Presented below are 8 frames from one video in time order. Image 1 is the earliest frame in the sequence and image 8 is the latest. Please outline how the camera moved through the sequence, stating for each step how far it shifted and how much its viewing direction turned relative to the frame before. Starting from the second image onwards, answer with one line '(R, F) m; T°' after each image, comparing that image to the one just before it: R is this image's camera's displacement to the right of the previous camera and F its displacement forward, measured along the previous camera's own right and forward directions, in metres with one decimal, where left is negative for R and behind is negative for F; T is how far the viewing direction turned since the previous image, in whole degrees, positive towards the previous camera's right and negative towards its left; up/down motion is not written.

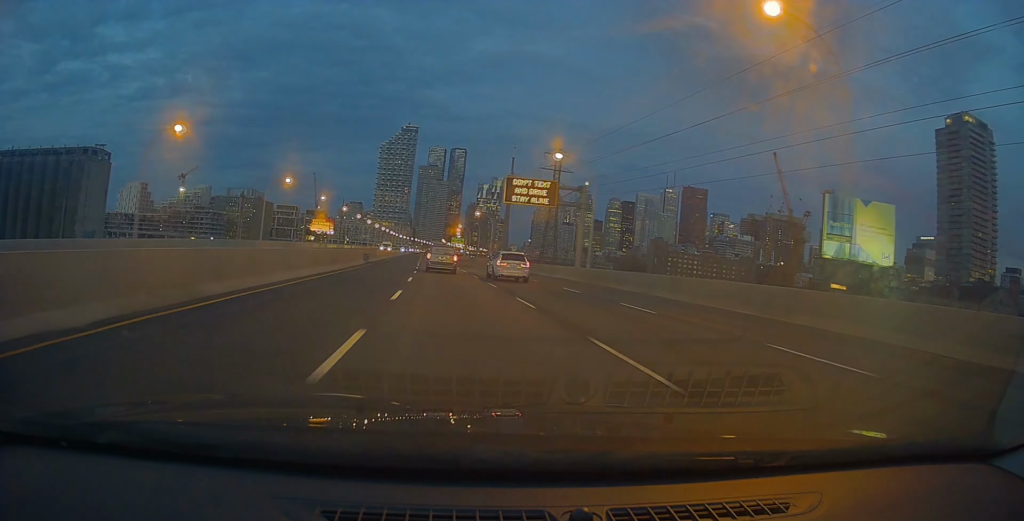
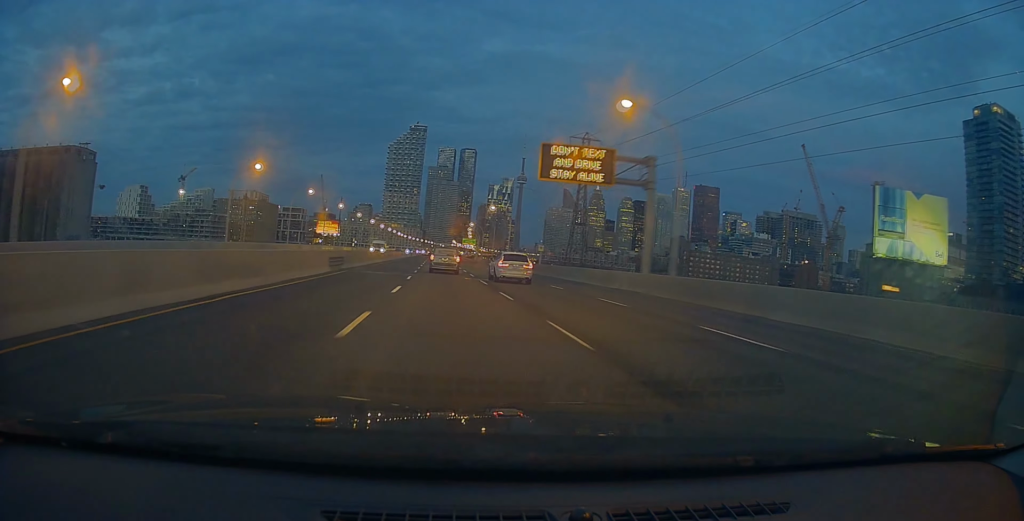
(-0.4, +15.1) m; -2°
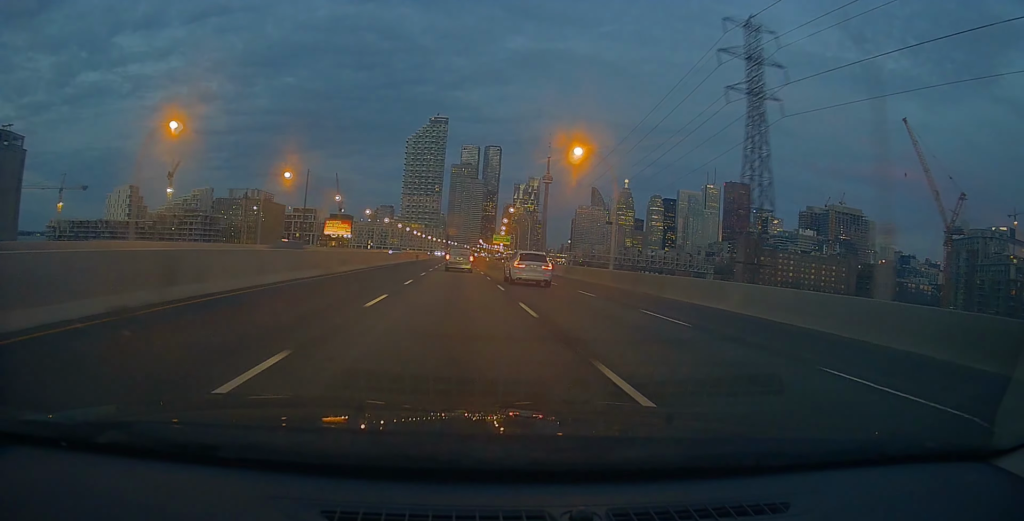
(-0.5, +48.5) m; -1°
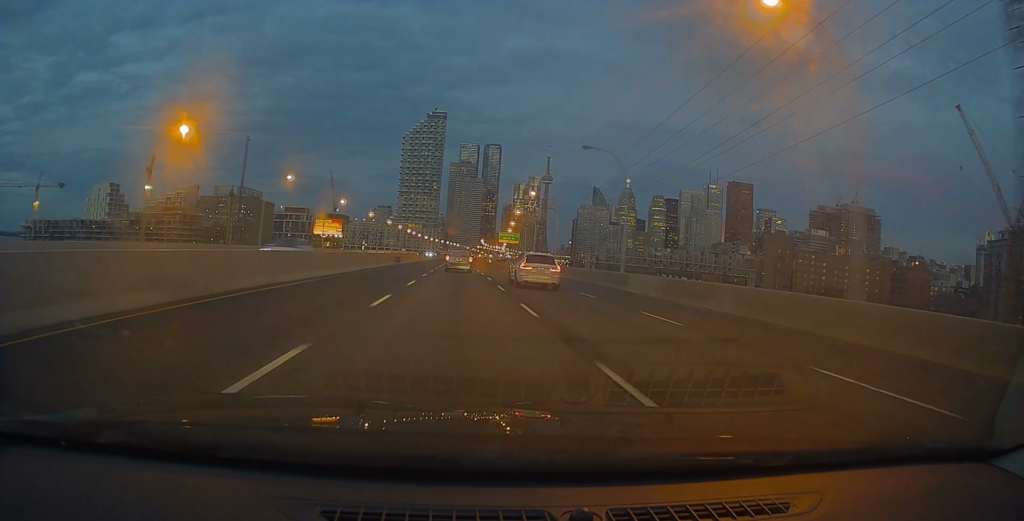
(-0.7, +26.1) m; -2°
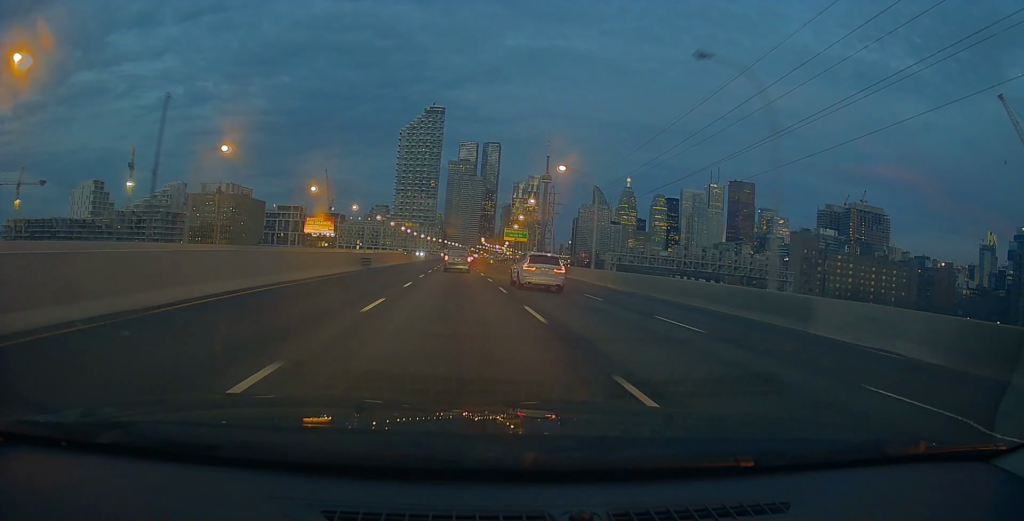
(-0.2, +18.8) m; 0°
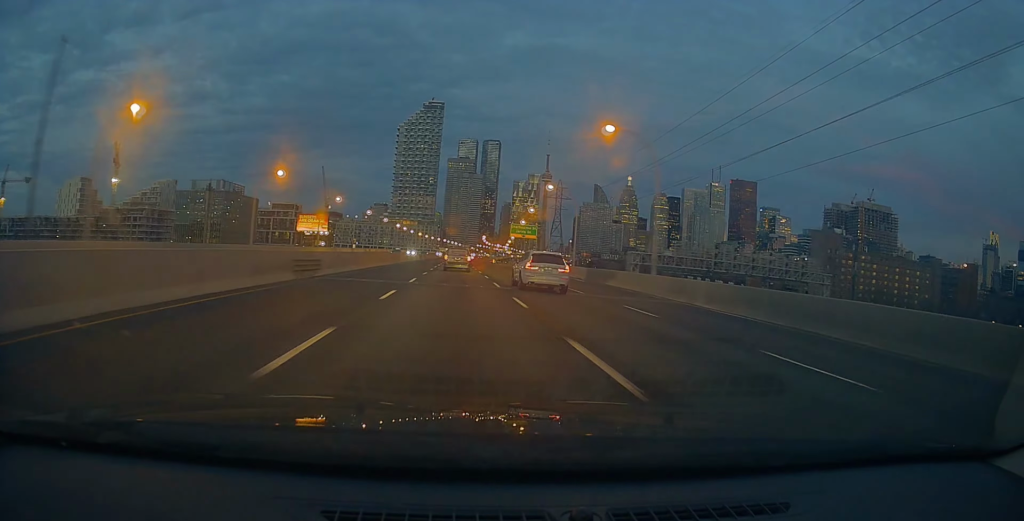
(0.0, +14.7) m; 0°
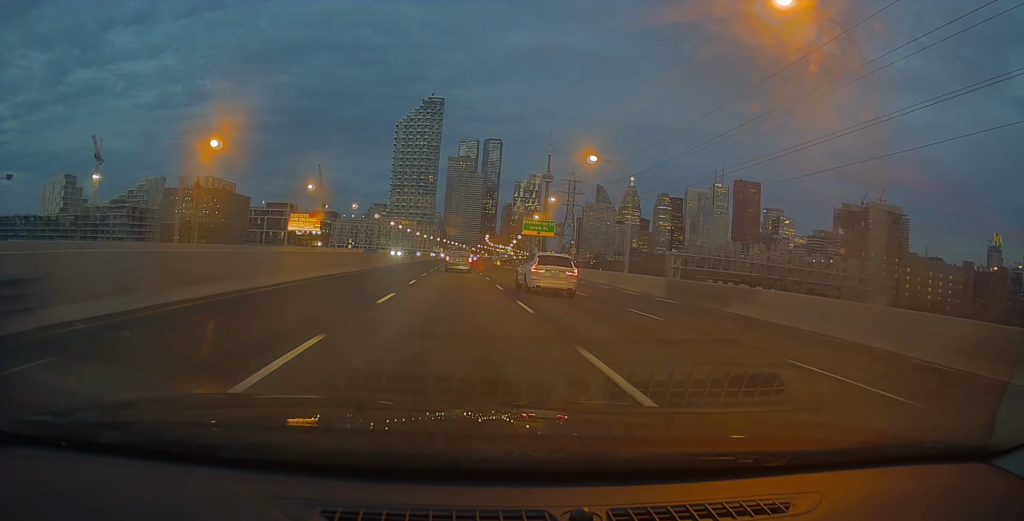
(+0.2, +18.5) m; +1°
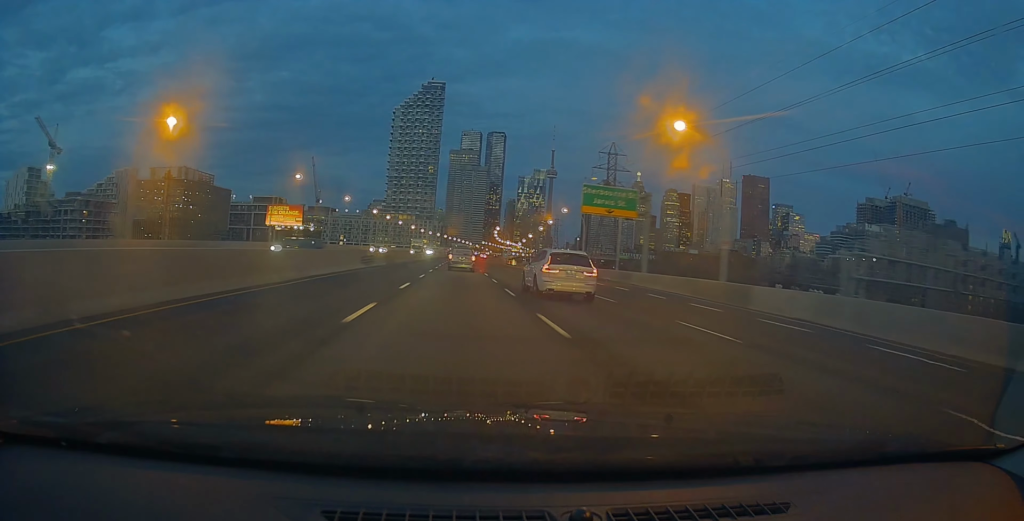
(-0.2, +39.6) m; -1°
